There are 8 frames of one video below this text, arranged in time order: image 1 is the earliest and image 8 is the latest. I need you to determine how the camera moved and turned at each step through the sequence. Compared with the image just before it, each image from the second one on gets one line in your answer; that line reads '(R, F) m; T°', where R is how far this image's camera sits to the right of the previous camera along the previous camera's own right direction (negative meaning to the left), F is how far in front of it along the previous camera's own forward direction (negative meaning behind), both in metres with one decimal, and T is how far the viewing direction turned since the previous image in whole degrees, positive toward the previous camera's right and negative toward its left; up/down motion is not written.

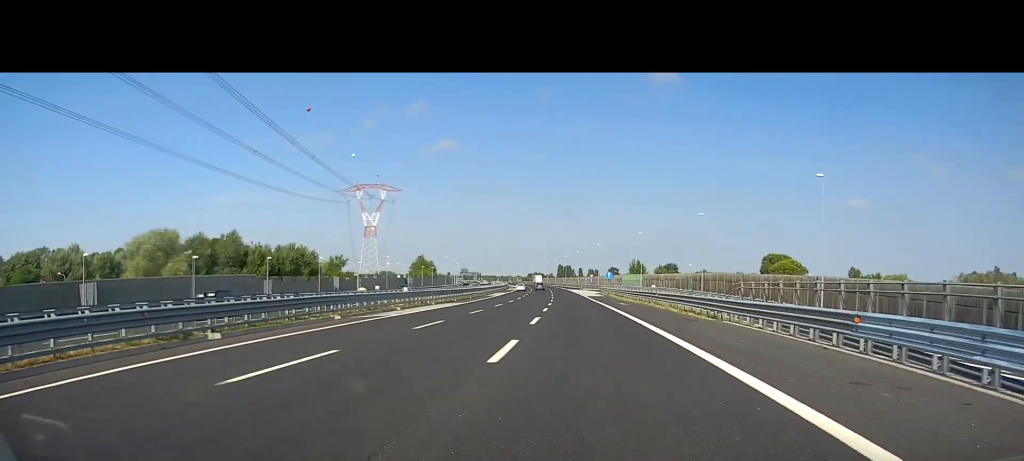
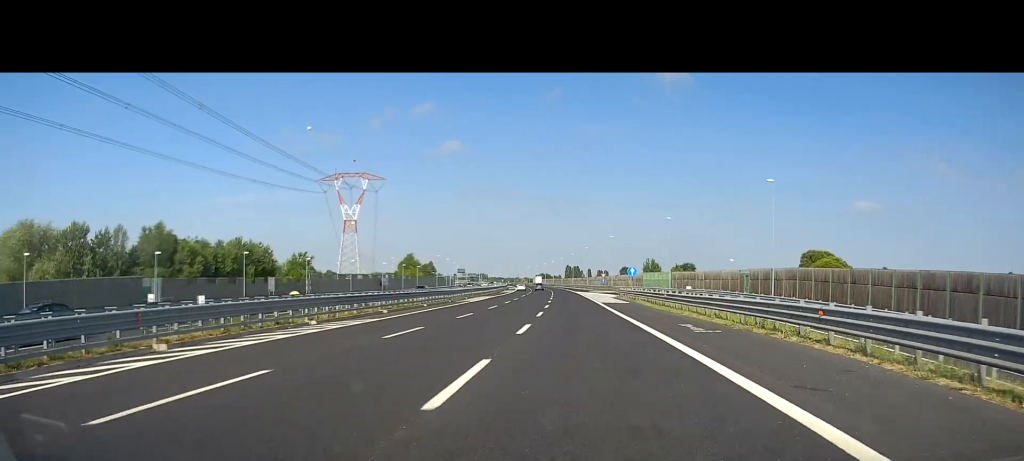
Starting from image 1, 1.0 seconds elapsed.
(0.0, +27.4) m; -1°
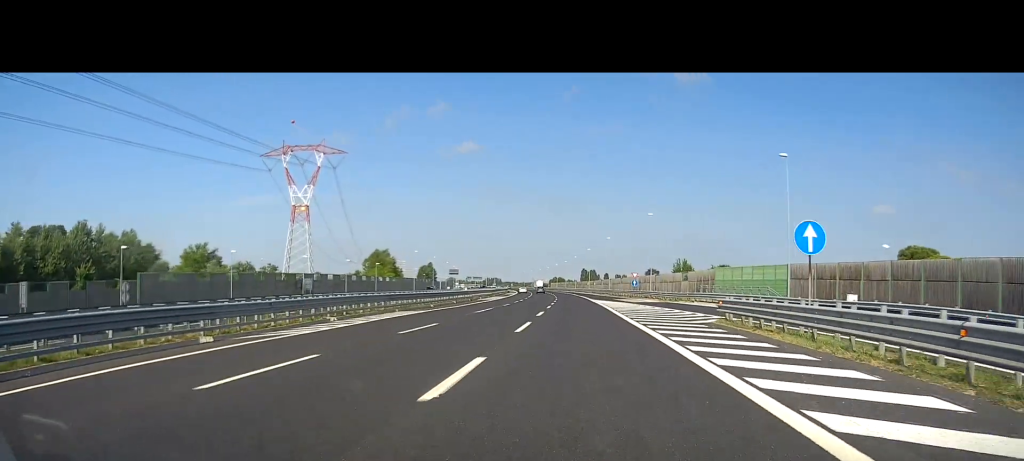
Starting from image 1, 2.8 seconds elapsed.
(-0.8, +45.4) m; -1°
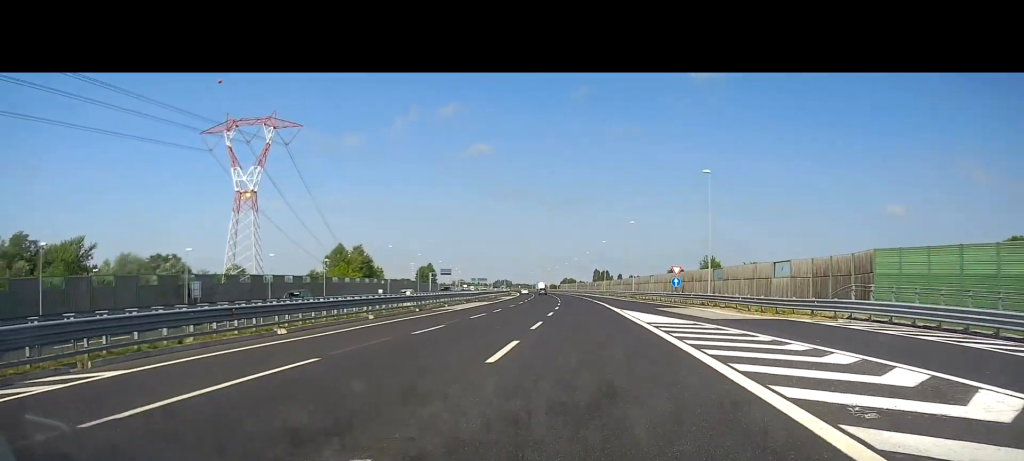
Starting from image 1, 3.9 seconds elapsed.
(-0.1, +30.3) m; -1°
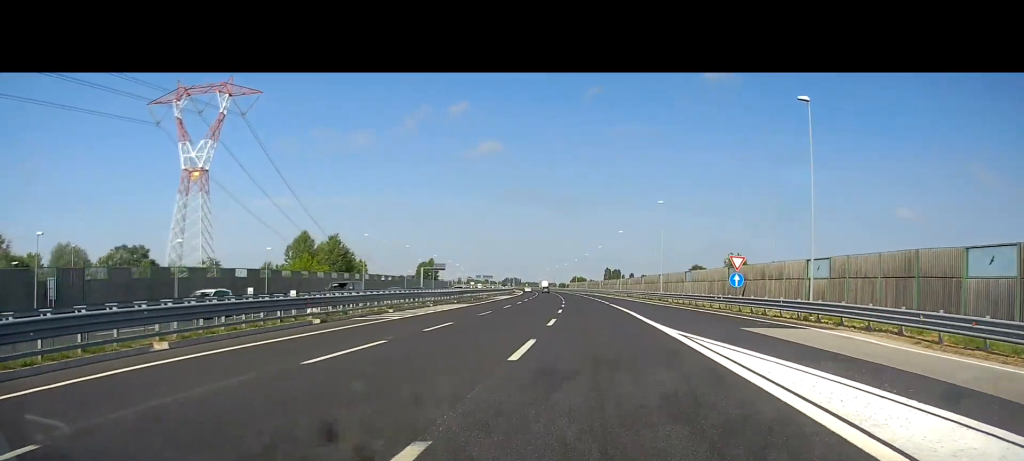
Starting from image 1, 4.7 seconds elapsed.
(-0.2, +20.7) m; -1°
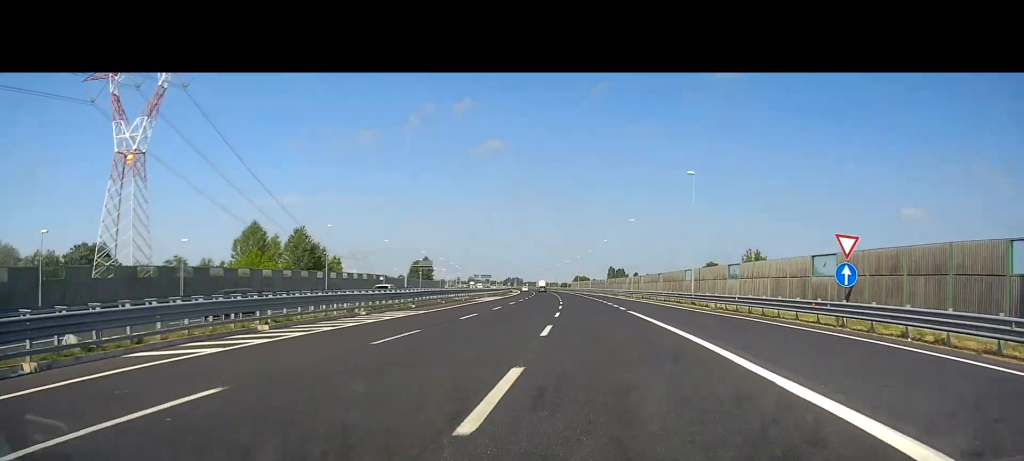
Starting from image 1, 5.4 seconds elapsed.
(-0.1, +17.2) m; 0°
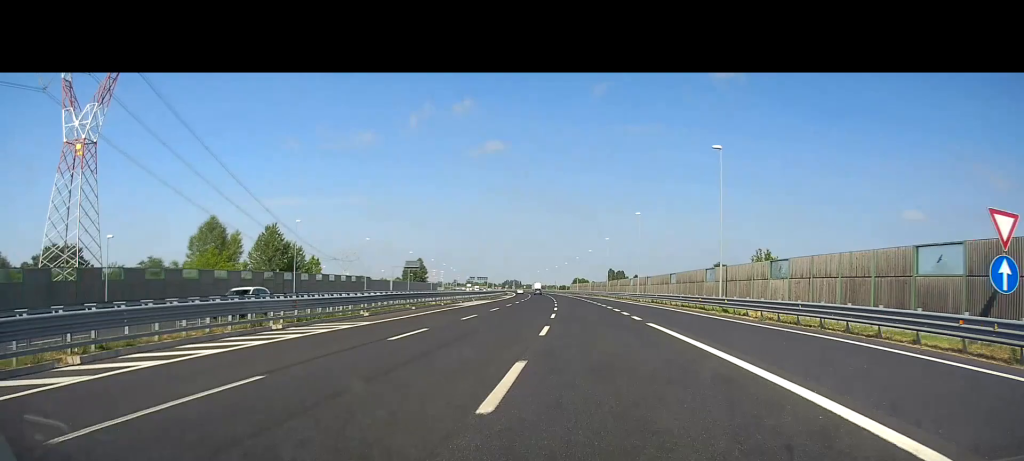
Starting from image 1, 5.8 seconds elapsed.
(0.0, +10.4) m; 0°
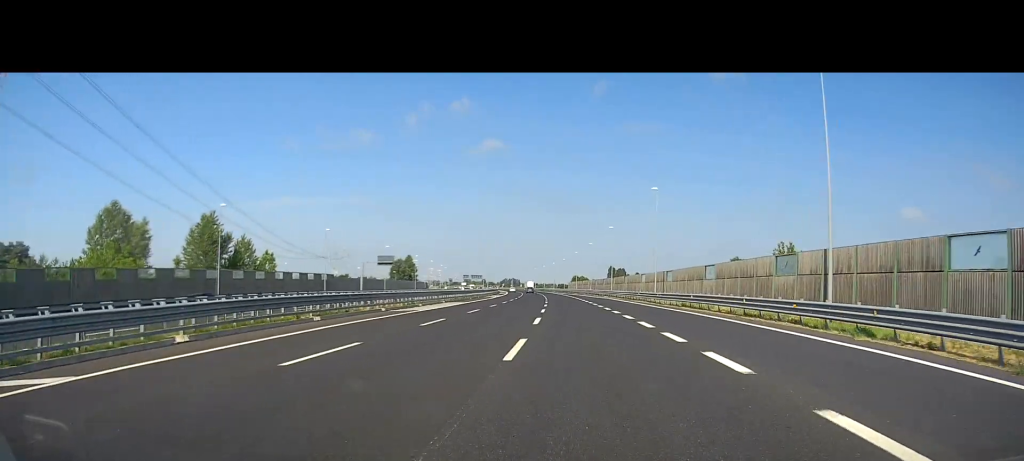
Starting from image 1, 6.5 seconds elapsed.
(0.0, +18.1) m; 0°
